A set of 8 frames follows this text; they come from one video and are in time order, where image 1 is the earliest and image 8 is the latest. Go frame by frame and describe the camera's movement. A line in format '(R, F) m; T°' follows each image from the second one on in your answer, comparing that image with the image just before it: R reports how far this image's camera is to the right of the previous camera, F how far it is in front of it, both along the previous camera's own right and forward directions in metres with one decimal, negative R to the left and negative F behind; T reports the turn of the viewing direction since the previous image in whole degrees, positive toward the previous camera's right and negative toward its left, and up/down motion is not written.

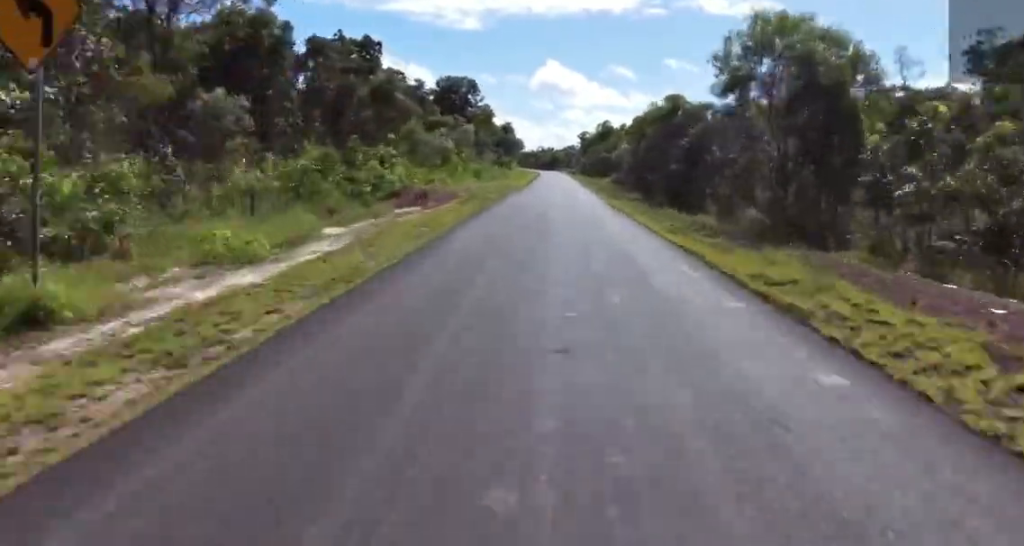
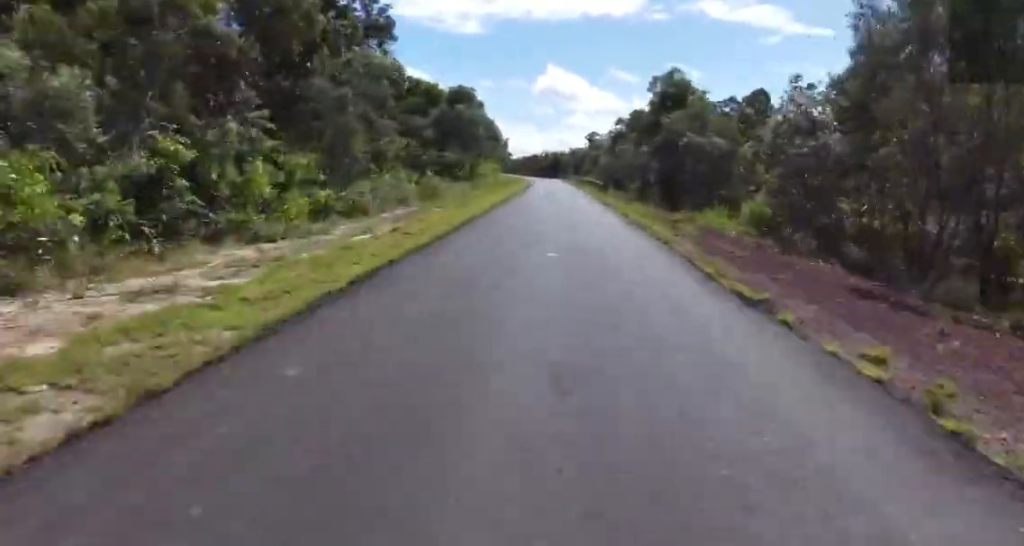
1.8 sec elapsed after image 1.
(-1.7, +54.7) m; -3°
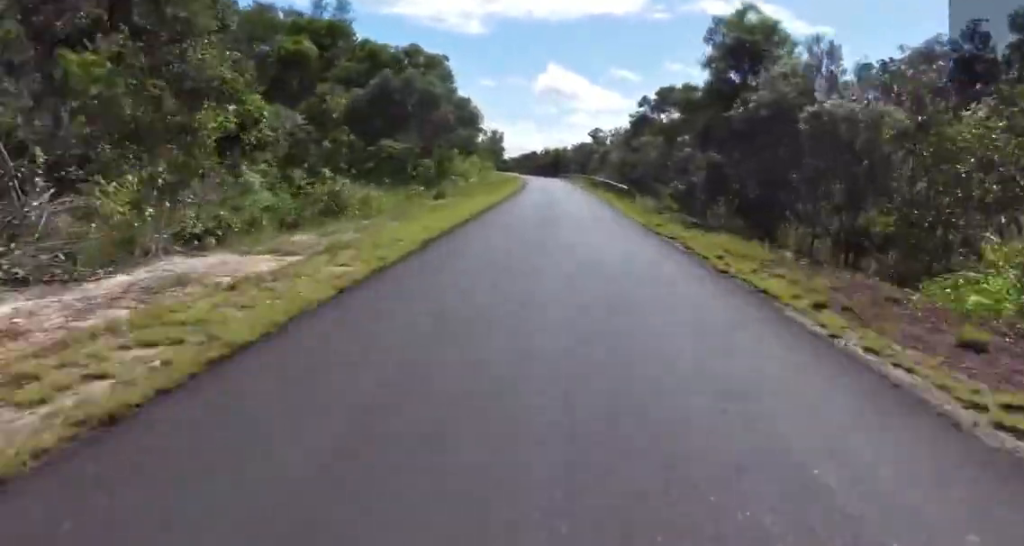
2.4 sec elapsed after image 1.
(-0.1, +17.3) m; 0°
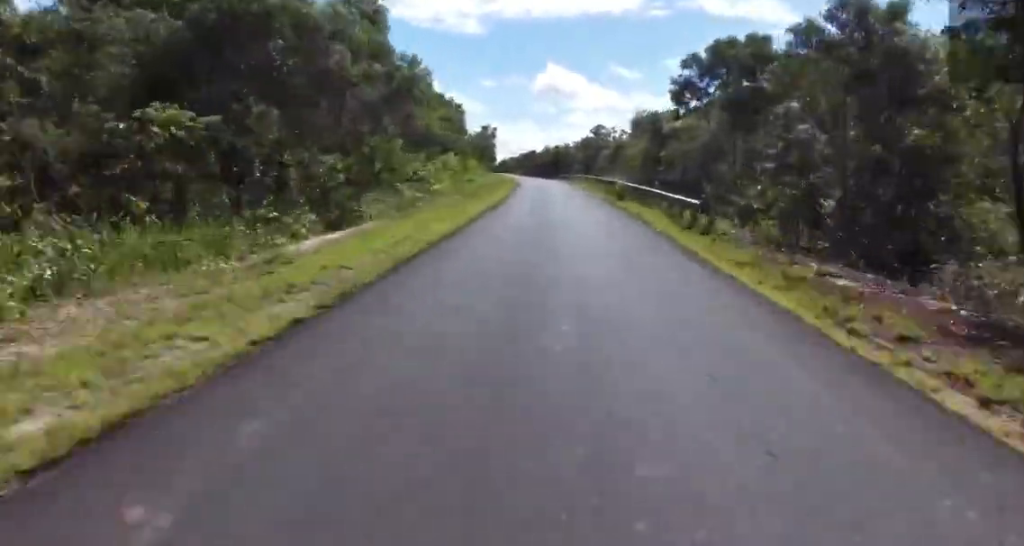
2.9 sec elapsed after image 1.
(0.0, +15.2) m; 0°
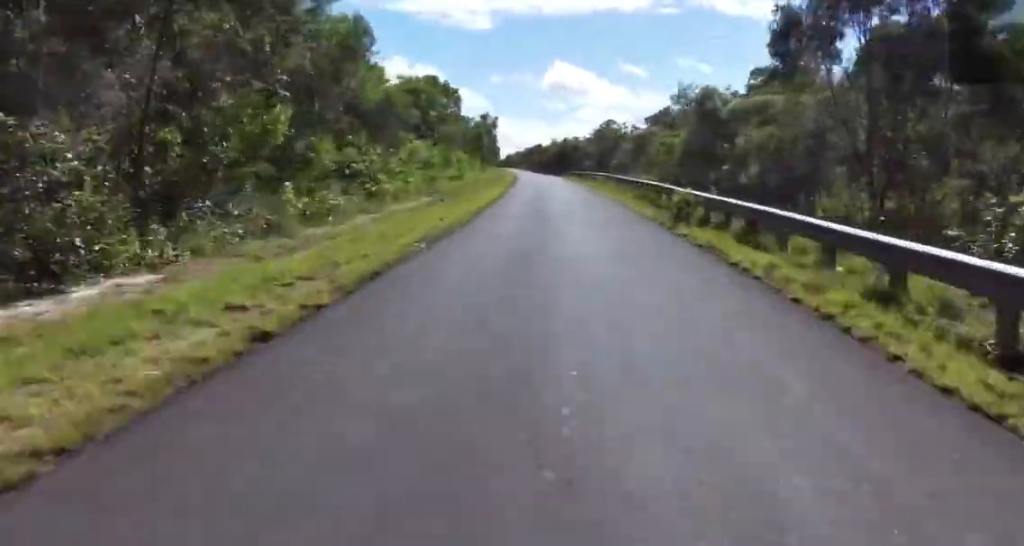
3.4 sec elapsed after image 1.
(0.0, +14.2) m; 0°
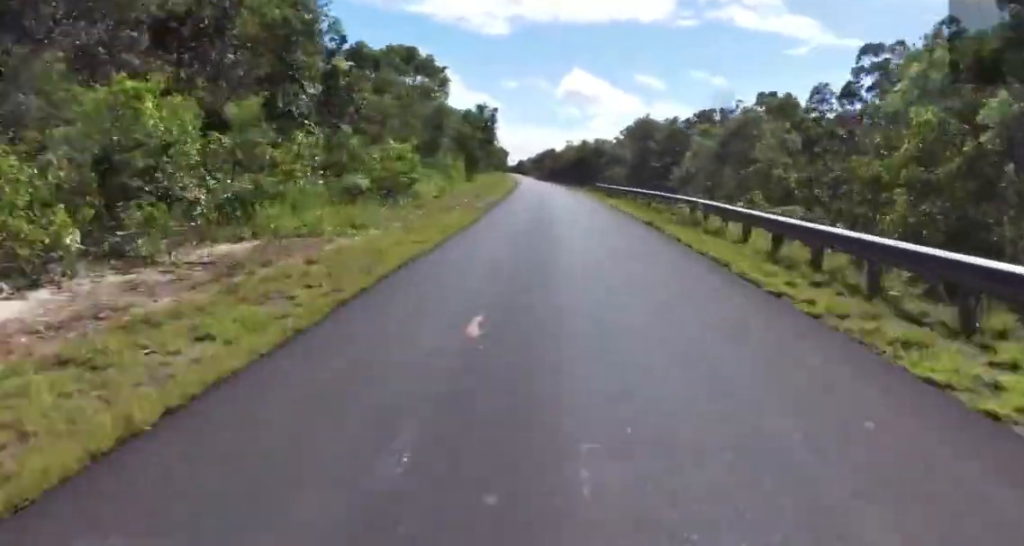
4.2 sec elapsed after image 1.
(0.0, +25.3) m; 0°
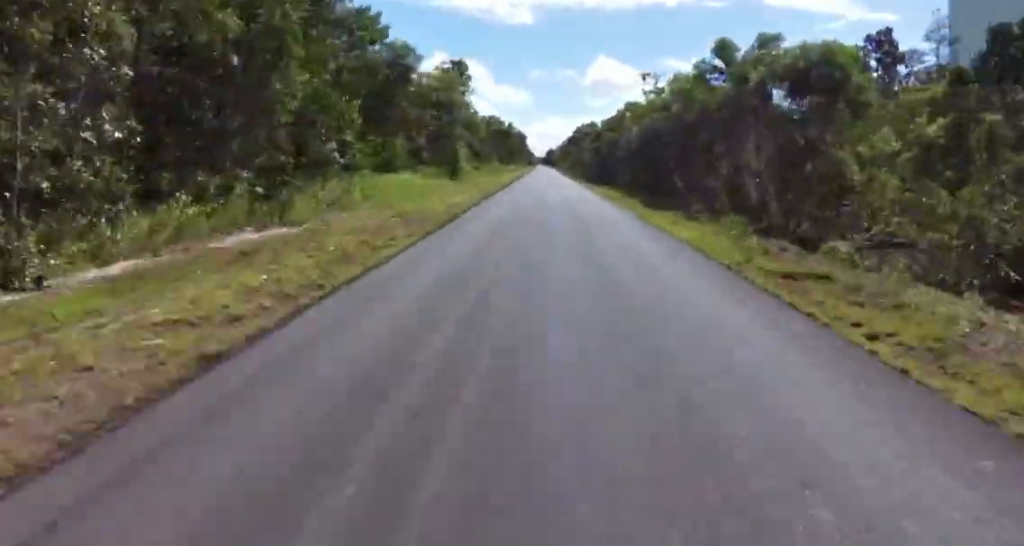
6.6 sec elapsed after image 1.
(-1.3, +69.3) m; -2°
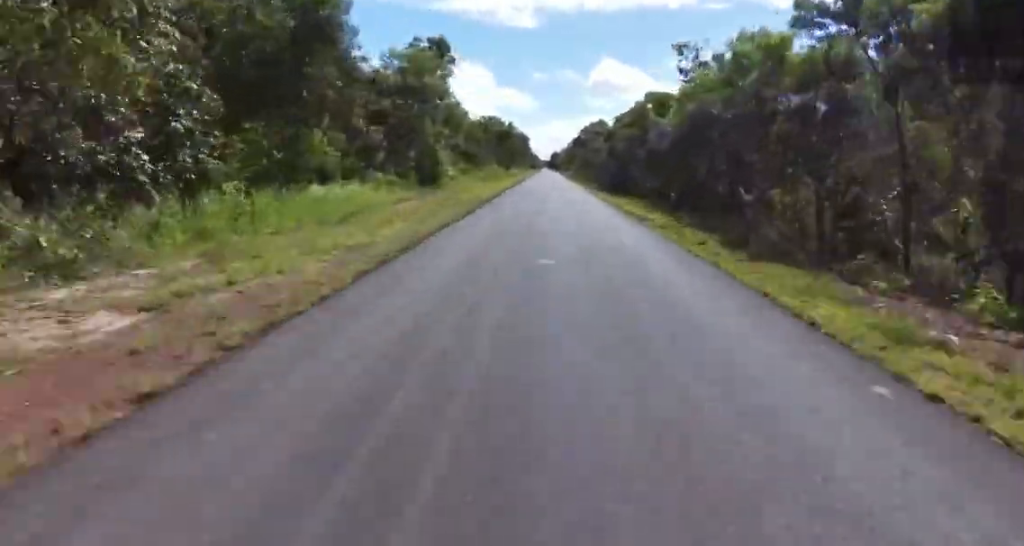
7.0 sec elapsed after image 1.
(0.0, +11.7) m; 0°
